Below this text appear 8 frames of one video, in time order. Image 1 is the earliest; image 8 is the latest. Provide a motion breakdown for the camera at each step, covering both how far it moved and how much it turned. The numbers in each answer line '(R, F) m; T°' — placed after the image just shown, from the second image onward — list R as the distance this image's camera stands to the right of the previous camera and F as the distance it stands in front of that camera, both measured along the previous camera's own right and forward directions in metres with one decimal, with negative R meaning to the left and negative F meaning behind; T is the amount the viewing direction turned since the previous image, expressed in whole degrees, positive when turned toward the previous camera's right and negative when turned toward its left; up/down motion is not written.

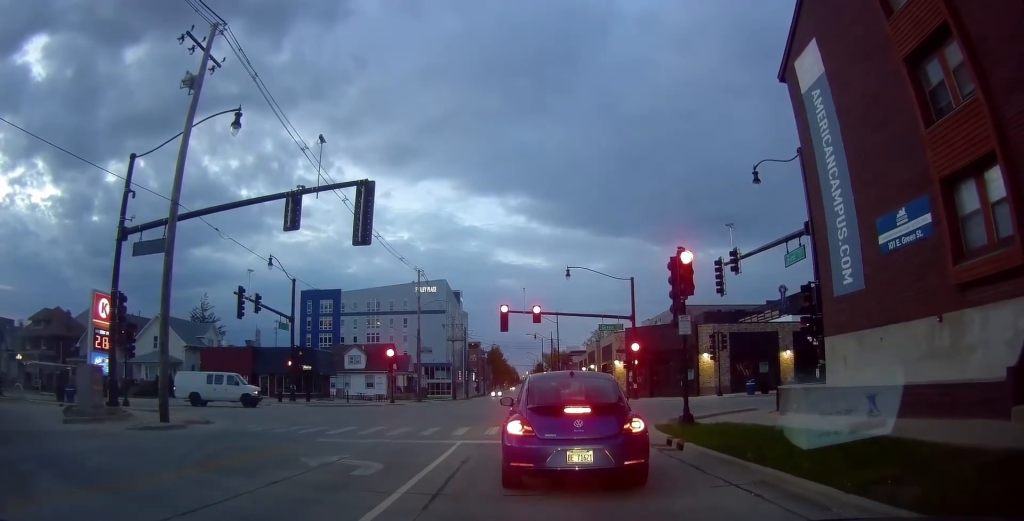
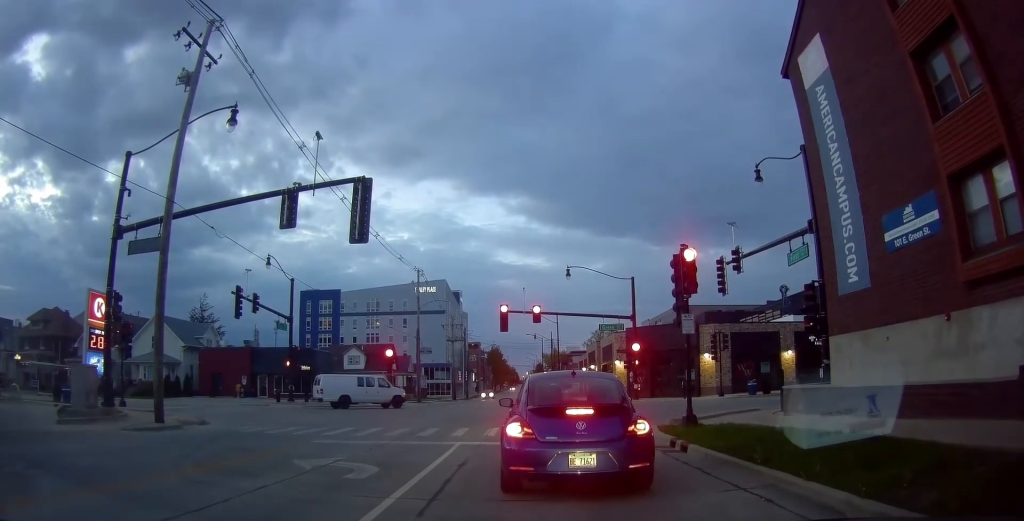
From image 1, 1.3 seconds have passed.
(+0.1, +0.7) m; 0°
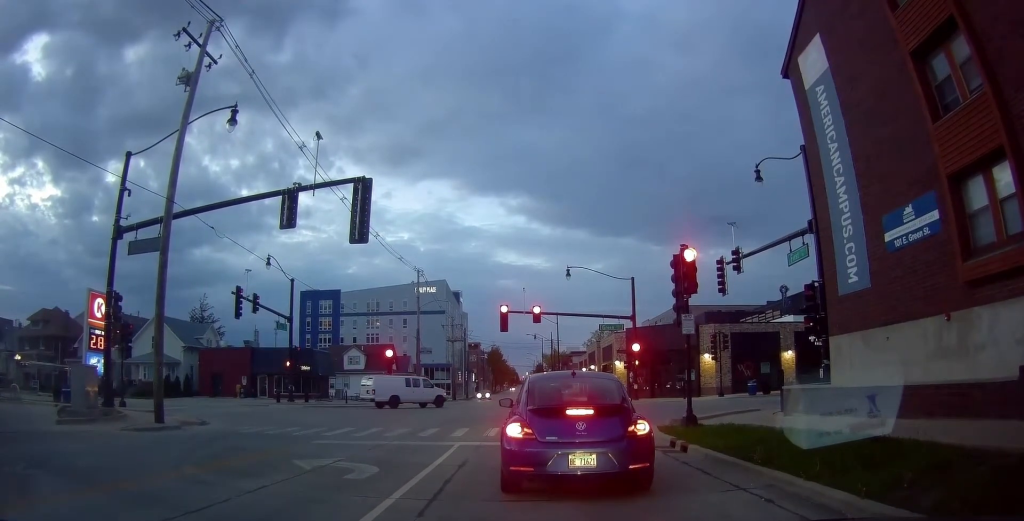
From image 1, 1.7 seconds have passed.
(0.0, 0.0) m; 0°
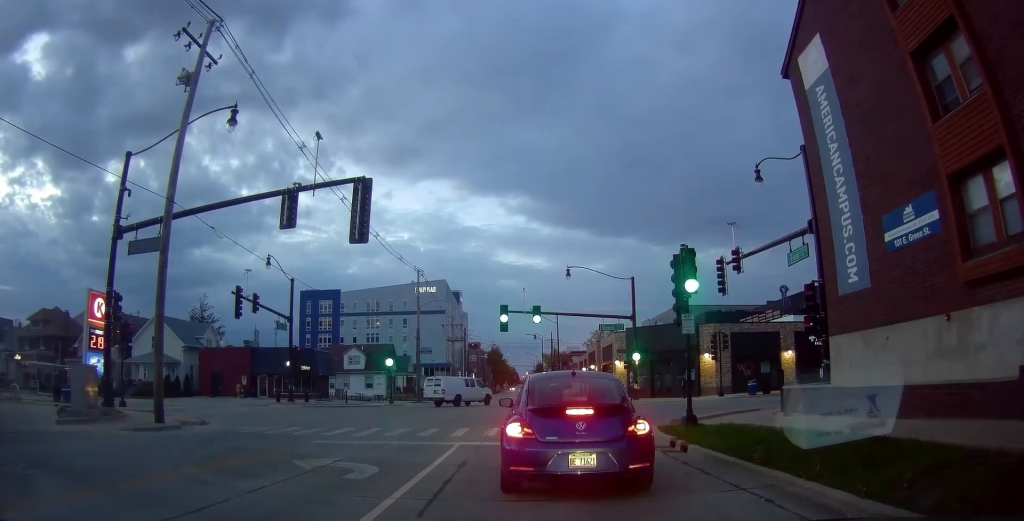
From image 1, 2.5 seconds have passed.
(0.0, +0.2) m; 0°
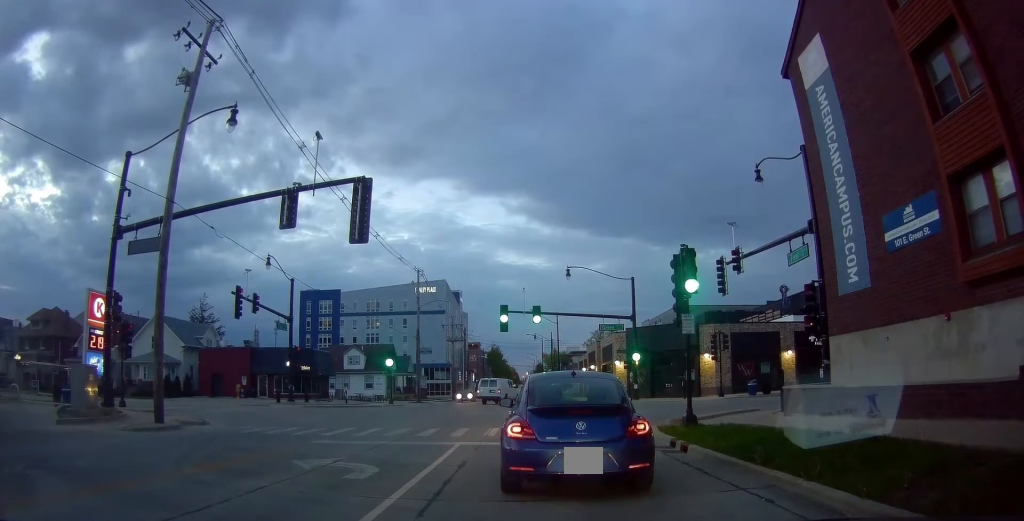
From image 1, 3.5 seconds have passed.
(0.0, +0.4) m; 0°
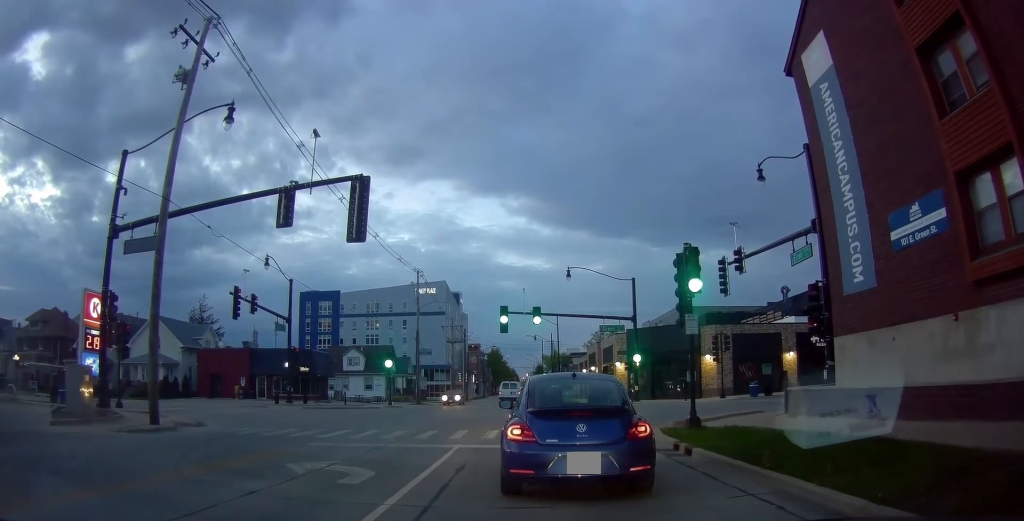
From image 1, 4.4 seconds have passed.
(0.0, +0.4) m; 0°
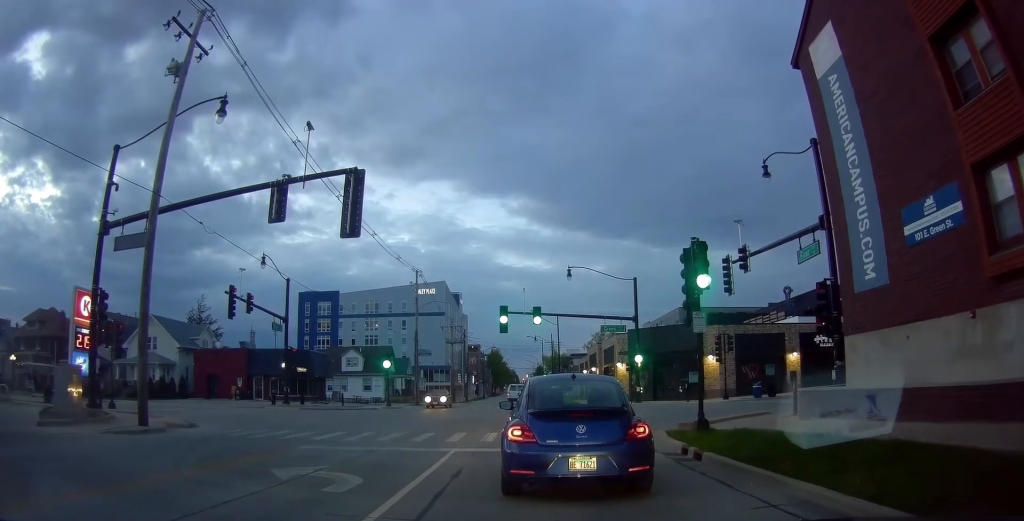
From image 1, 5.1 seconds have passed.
(0.0, +0.3) m; 0°
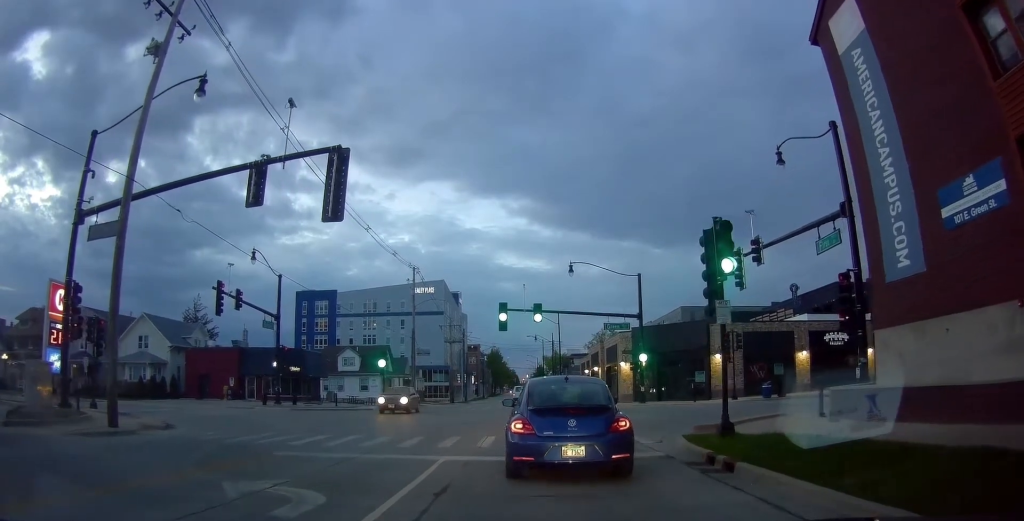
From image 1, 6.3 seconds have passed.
(0.0, +0.5) m; 0°
